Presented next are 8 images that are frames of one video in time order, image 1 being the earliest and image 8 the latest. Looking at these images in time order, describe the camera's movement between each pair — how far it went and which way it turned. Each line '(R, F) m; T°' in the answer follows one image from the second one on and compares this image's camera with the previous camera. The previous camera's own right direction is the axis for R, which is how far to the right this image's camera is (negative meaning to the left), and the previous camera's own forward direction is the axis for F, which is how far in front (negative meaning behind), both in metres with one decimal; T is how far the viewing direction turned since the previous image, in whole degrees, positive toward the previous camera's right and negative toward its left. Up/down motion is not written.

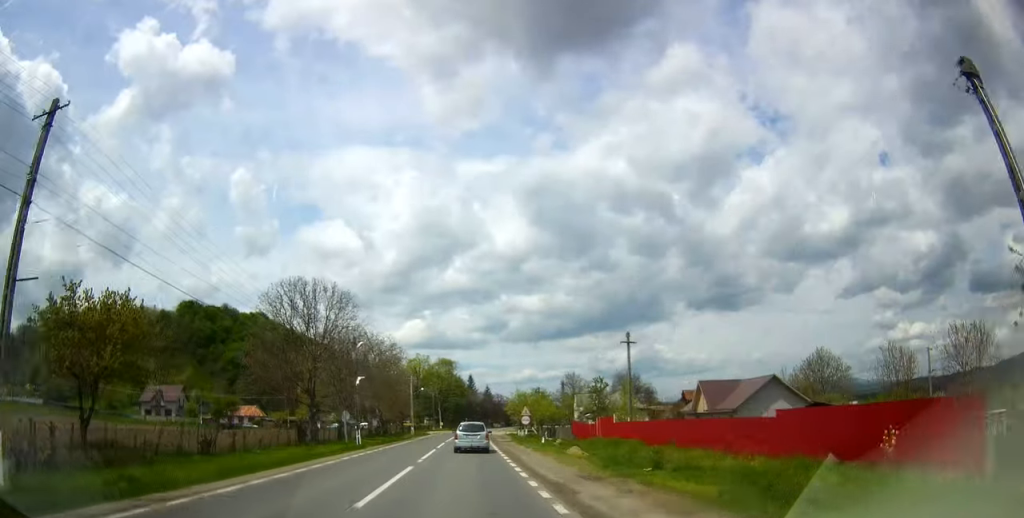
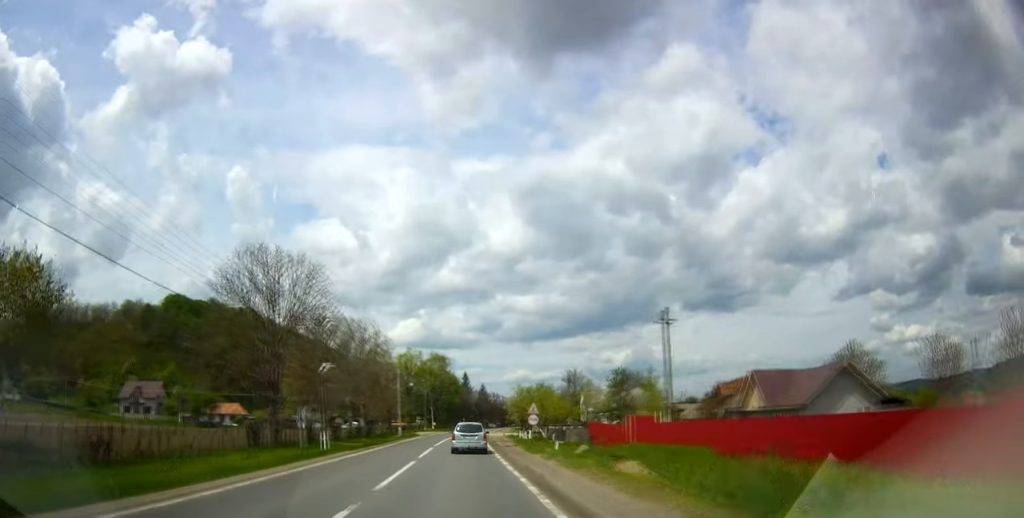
(0.0, +9.1) m; 0°
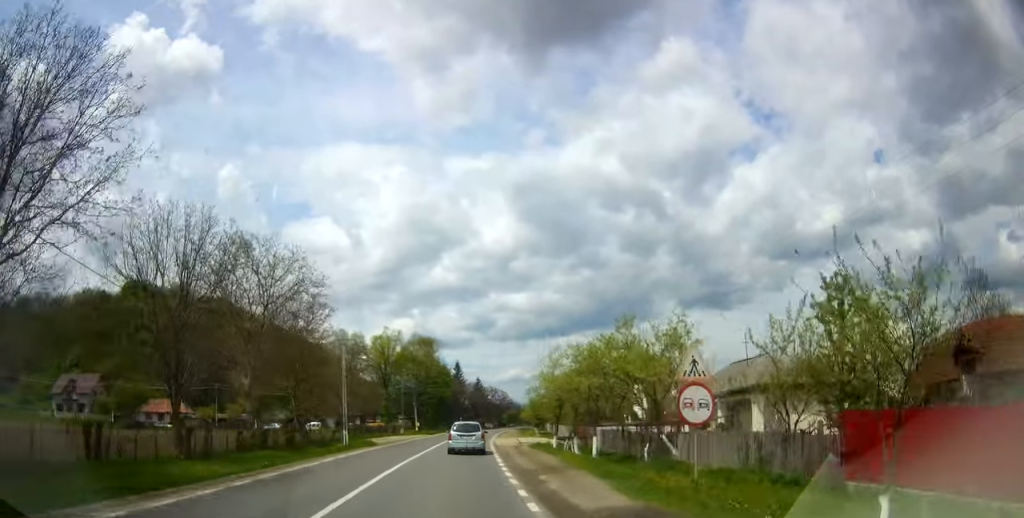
(-0.1, +28.8) m; -1°
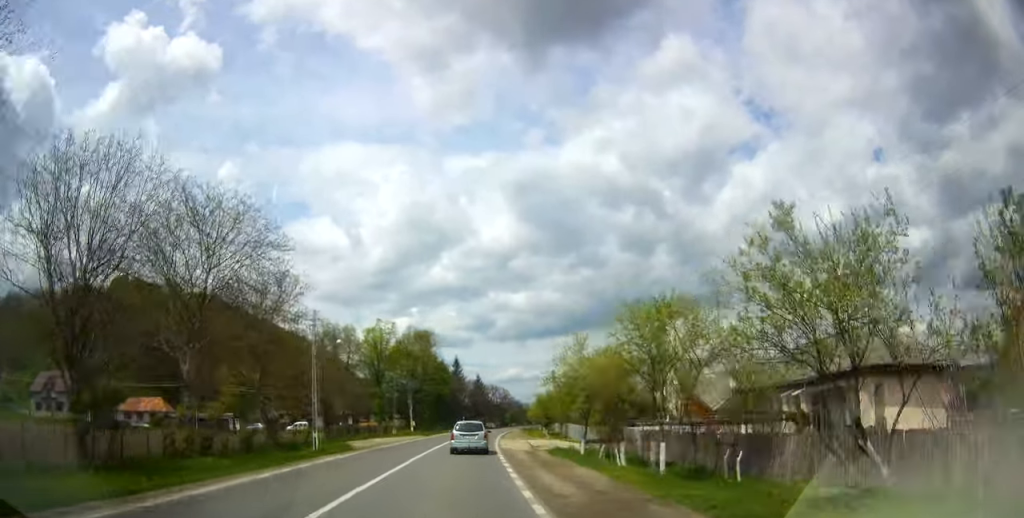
(0.0, +8.3) m; 0°
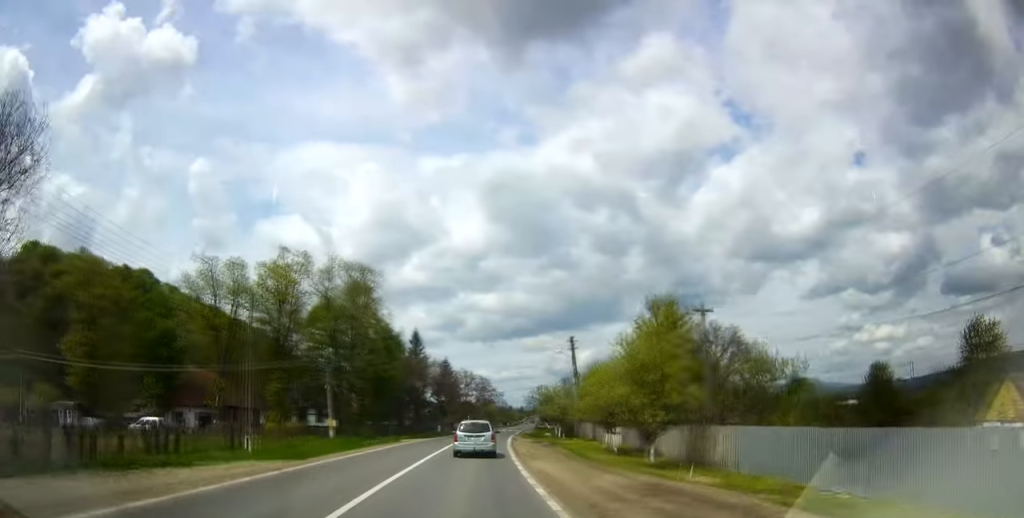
(+0.4, +41.7) m; +1°
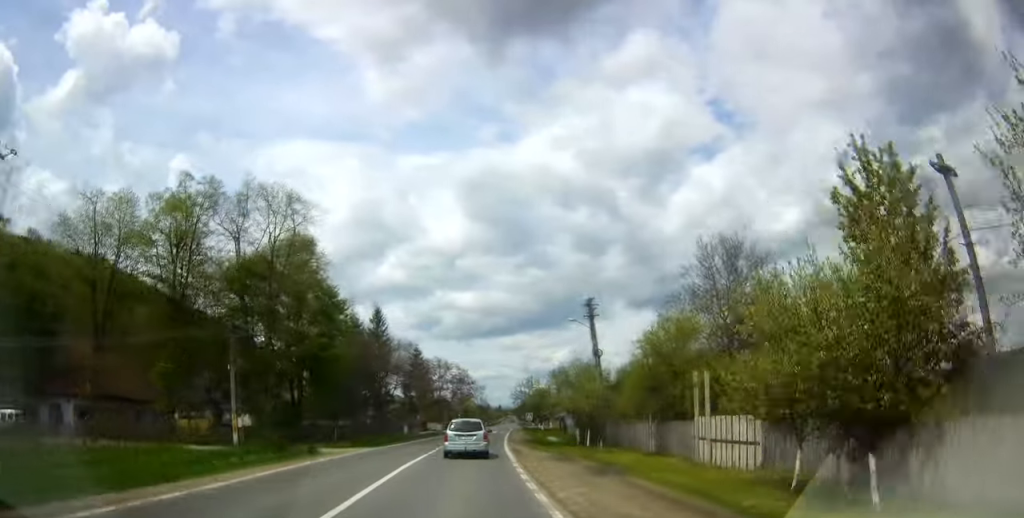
(-0.2, +19.3) m; +1°
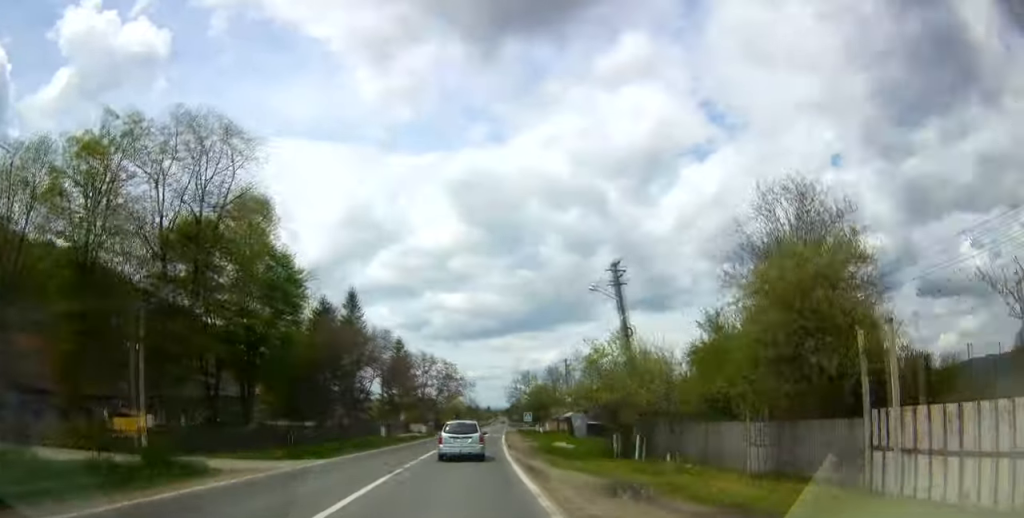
(-0.1, +10.9) m; +1°
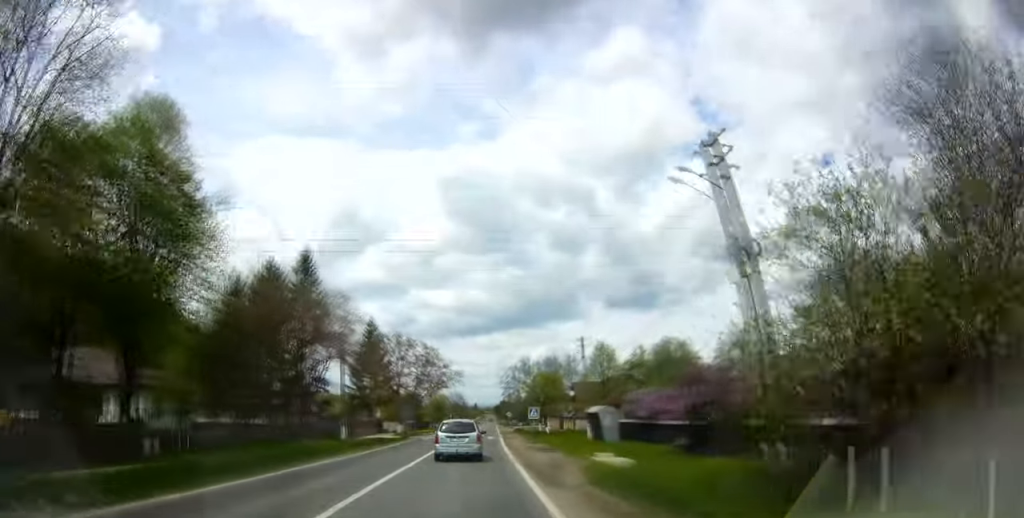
(+0.9, +15.9) m; +3°
